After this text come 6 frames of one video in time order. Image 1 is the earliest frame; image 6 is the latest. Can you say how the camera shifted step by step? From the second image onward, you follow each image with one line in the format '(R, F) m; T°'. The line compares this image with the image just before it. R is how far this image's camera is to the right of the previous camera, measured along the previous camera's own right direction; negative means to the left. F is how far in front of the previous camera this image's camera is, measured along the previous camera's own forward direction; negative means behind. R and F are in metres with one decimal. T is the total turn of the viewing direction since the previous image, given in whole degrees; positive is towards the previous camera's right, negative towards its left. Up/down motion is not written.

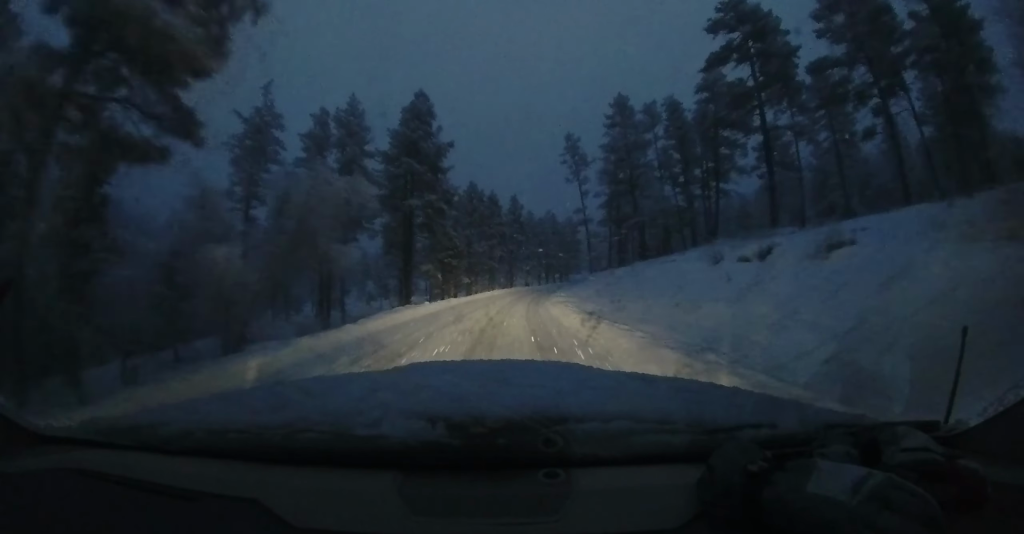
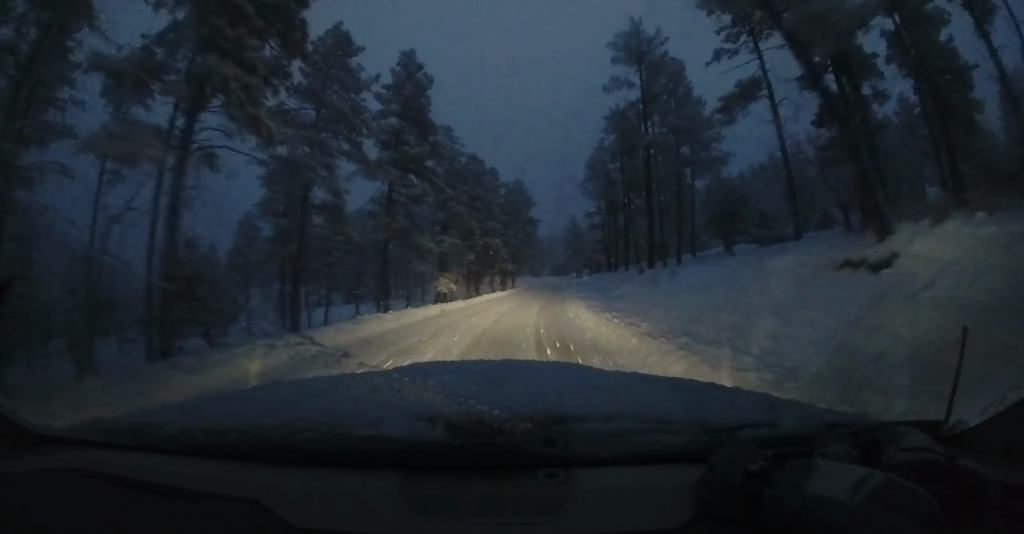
(+1.4, +43.3) m; +9°
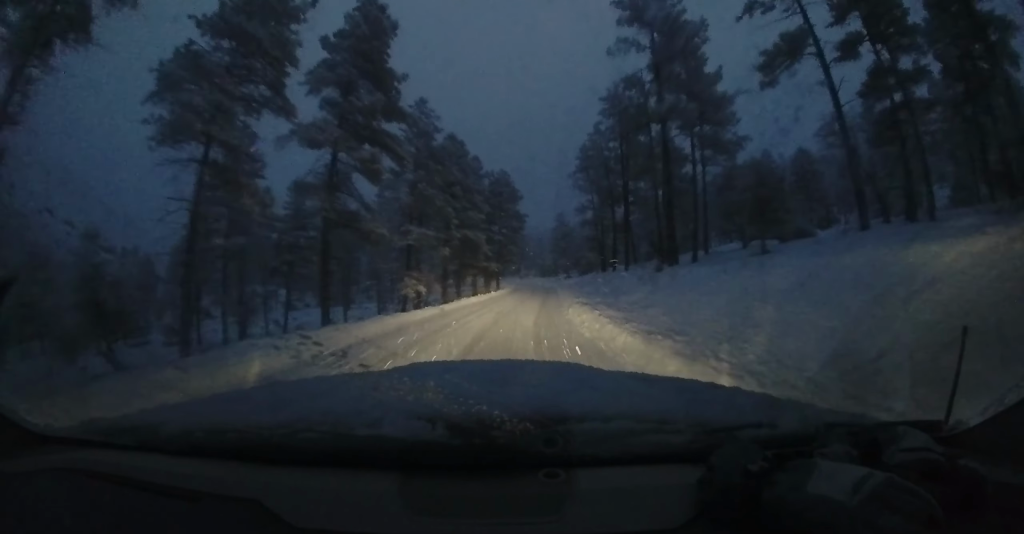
(+0.4, +5.7) m; +2°
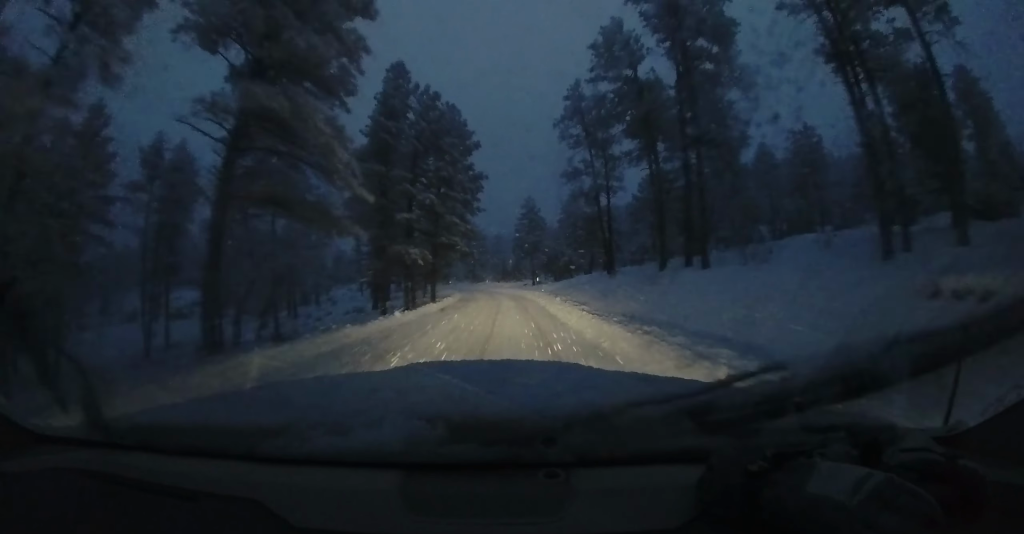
(+0.8, +21.9) m; +6°
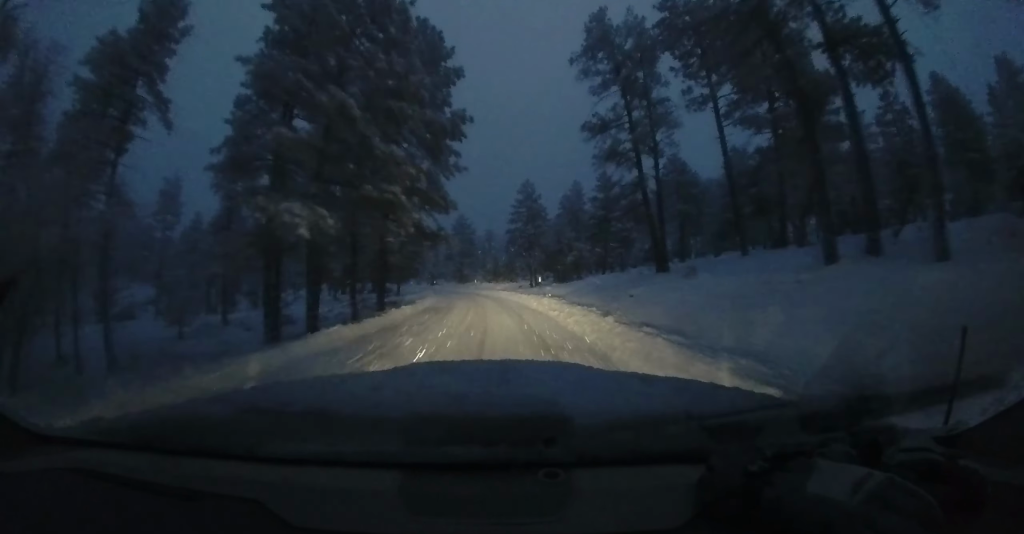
(+0.5, +11.8) m; +4°
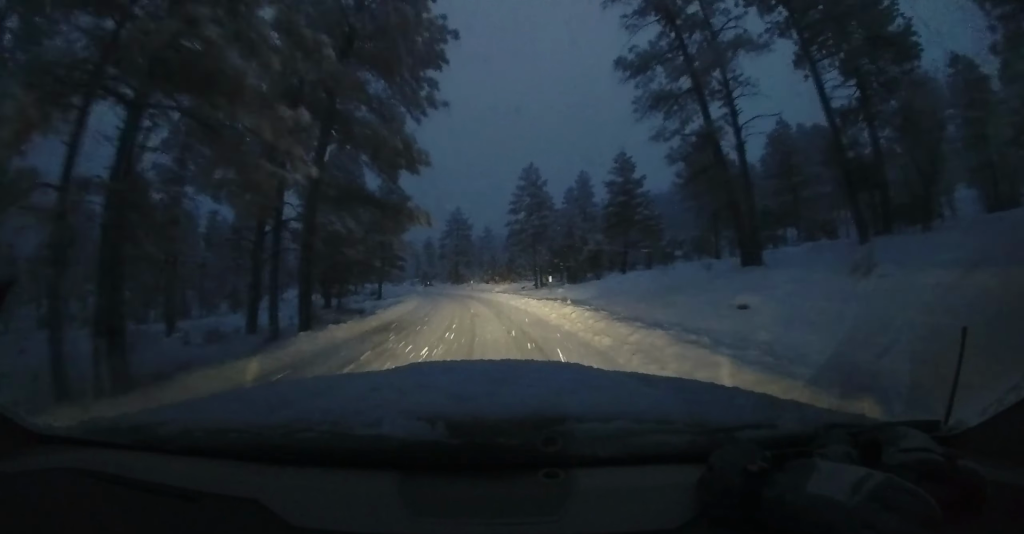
(+0.2, +8.0) m; +1°
